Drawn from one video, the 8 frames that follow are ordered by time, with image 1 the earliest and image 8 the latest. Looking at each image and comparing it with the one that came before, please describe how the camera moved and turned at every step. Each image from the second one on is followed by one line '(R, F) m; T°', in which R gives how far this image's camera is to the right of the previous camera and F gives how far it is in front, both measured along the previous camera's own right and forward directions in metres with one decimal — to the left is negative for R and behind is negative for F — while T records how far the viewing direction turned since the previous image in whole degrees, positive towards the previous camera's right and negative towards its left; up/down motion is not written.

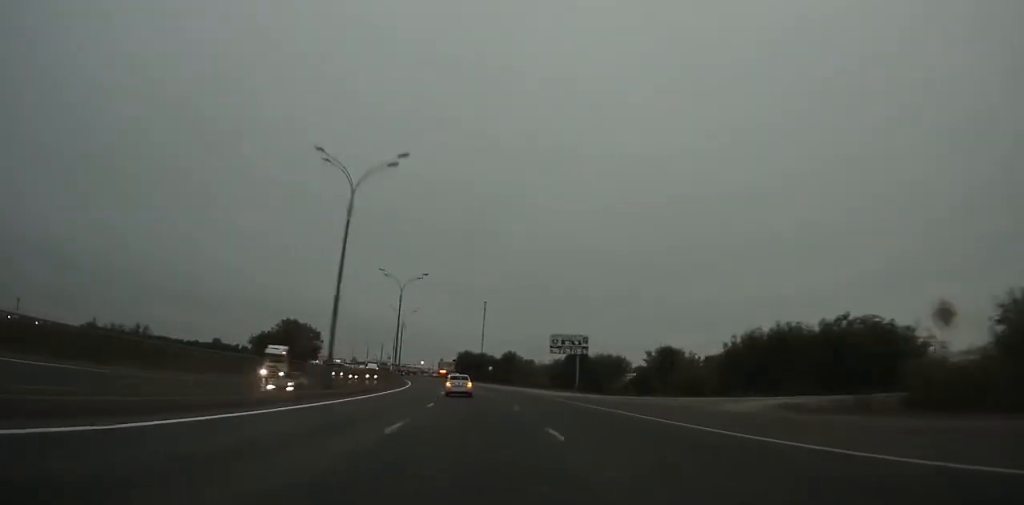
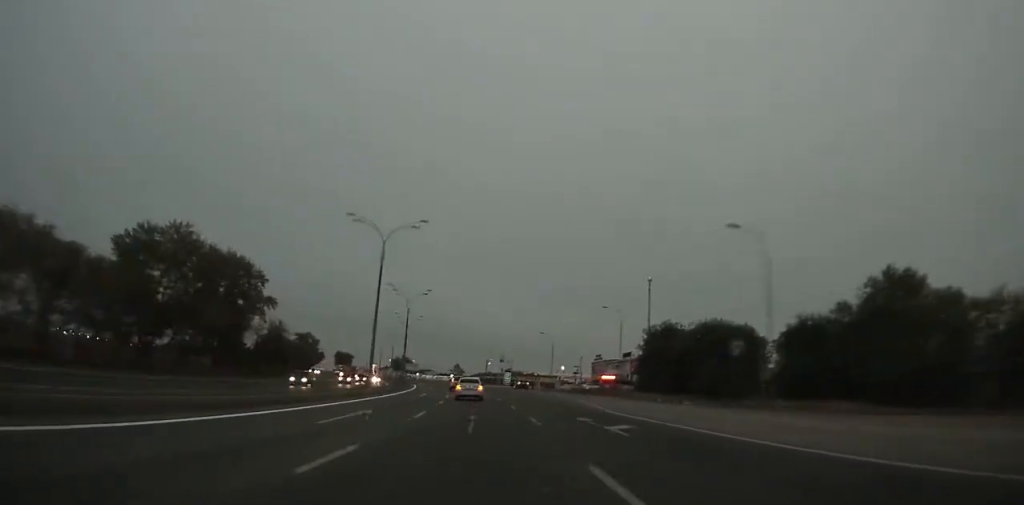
(-16.0, +138.8) m; -14°
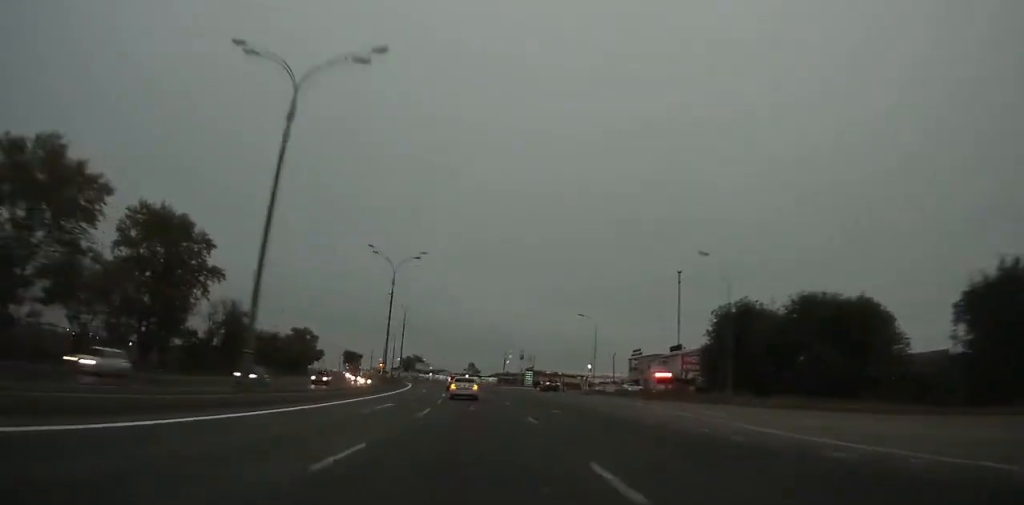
(-0.7, +23.1) m; -2°
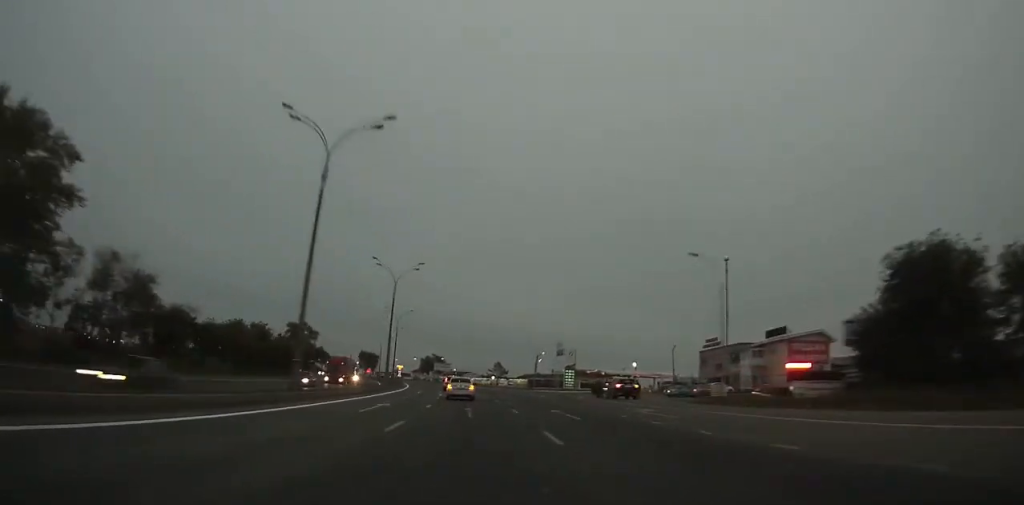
(-0.4, +30.3) m; -3°
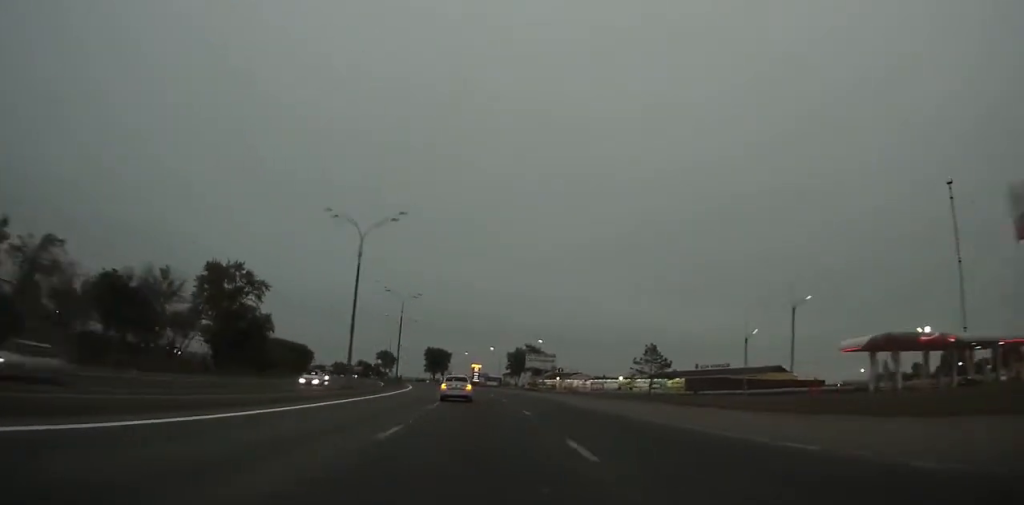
(-8.4, +96.0) m; -10°
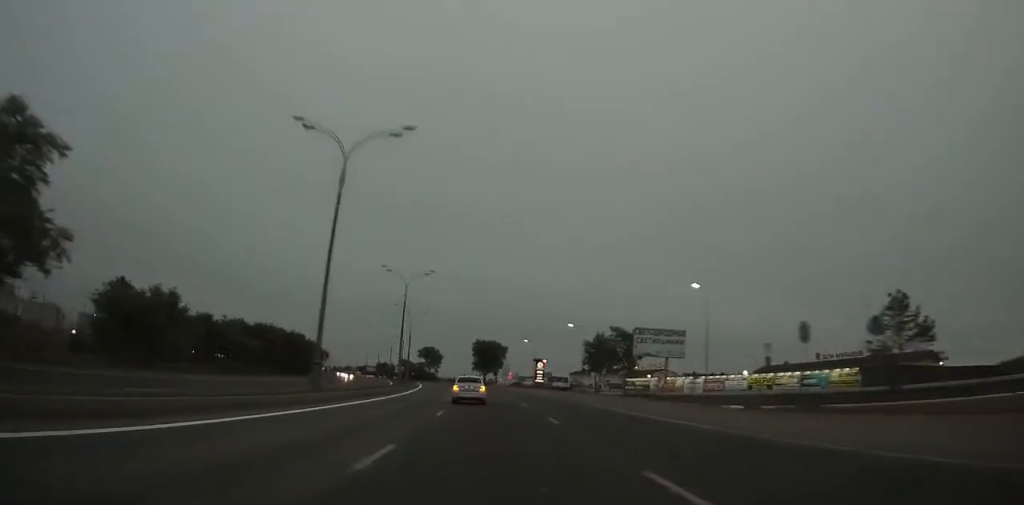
(-2.5, +51.3) m; -5°
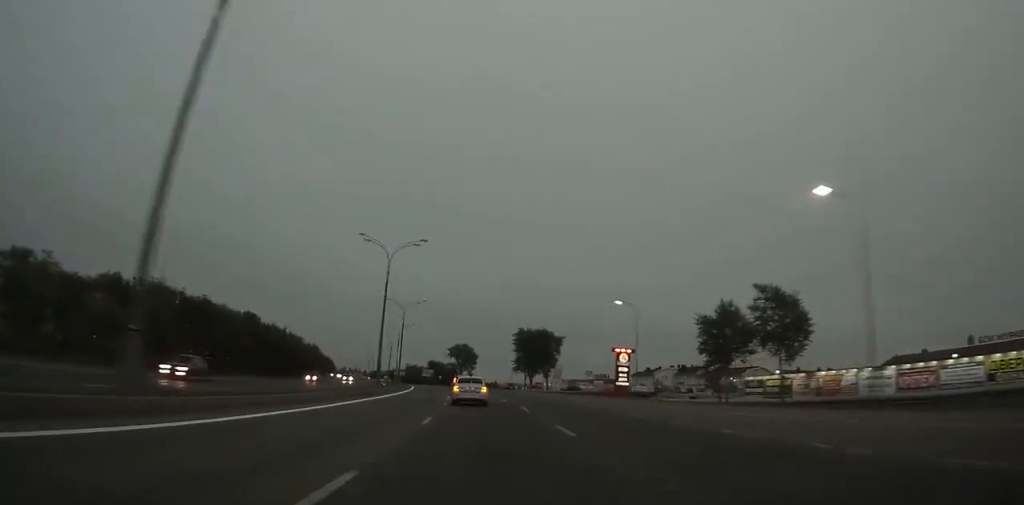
(-2.4, +53.0) m; -5°
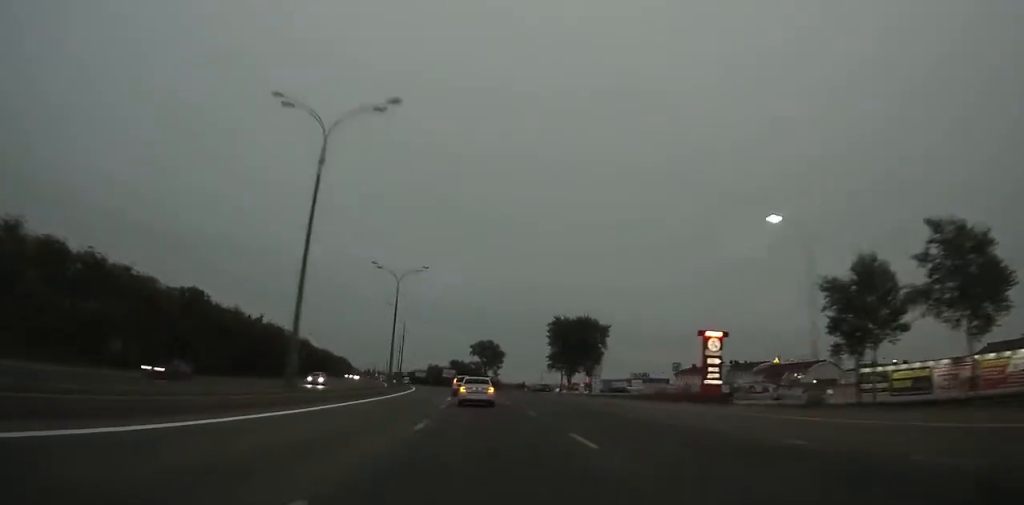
(-0.6, +25.6) m; -2°
